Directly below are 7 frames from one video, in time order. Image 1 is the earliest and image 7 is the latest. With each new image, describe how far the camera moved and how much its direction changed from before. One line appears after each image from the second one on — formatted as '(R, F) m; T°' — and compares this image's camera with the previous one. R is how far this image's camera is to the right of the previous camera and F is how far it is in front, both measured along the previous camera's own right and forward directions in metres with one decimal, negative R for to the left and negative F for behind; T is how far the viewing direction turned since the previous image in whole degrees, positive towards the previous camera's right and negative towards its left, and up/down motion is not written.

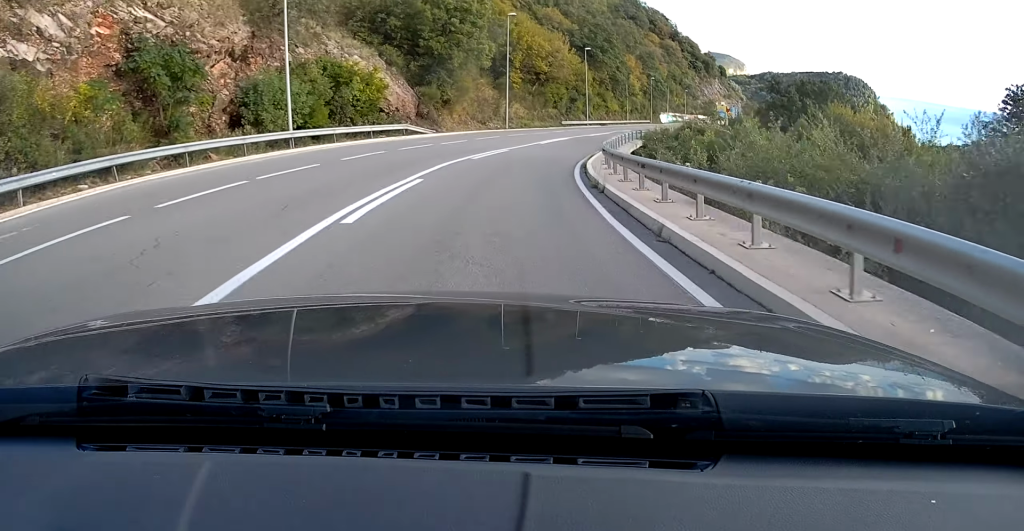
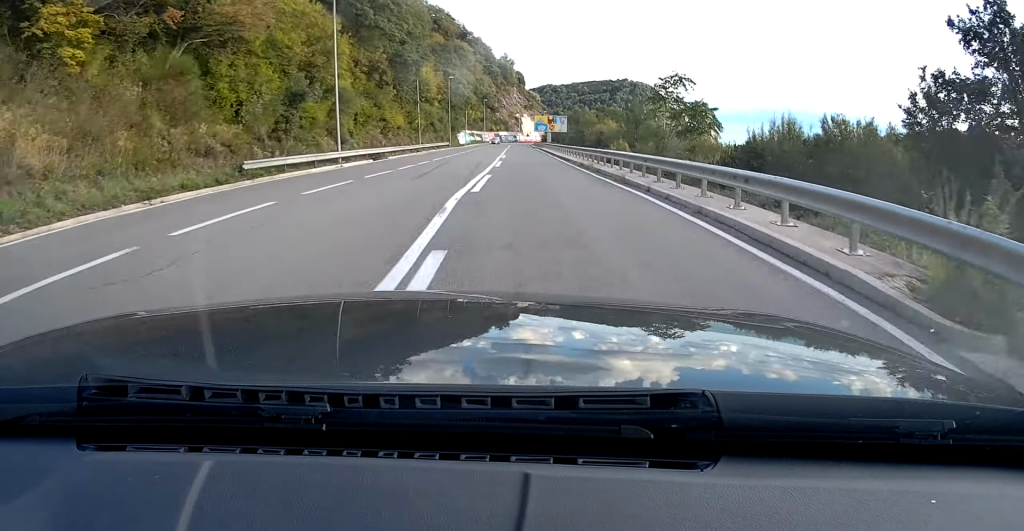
(+7.6, +52.7) m; +11°
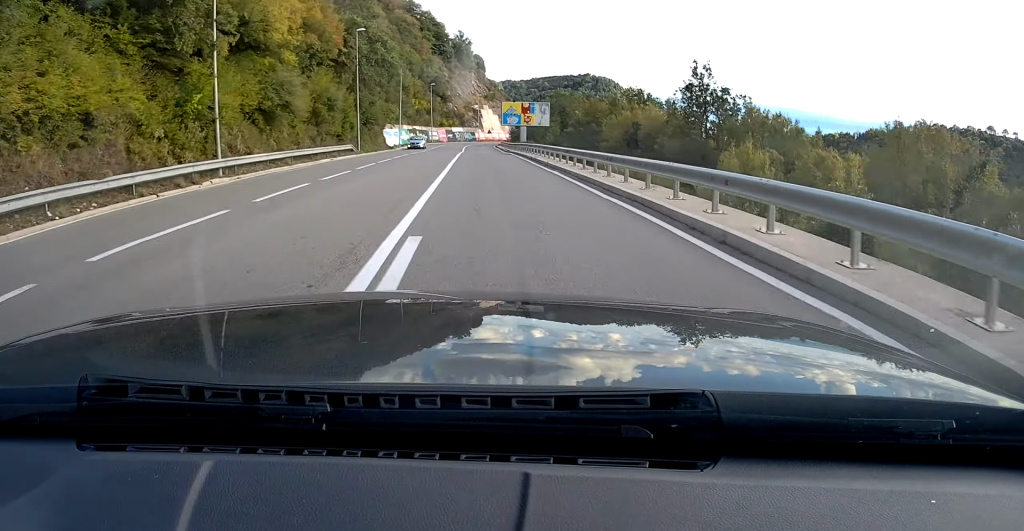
(+1.8, +40.6) m; +3°
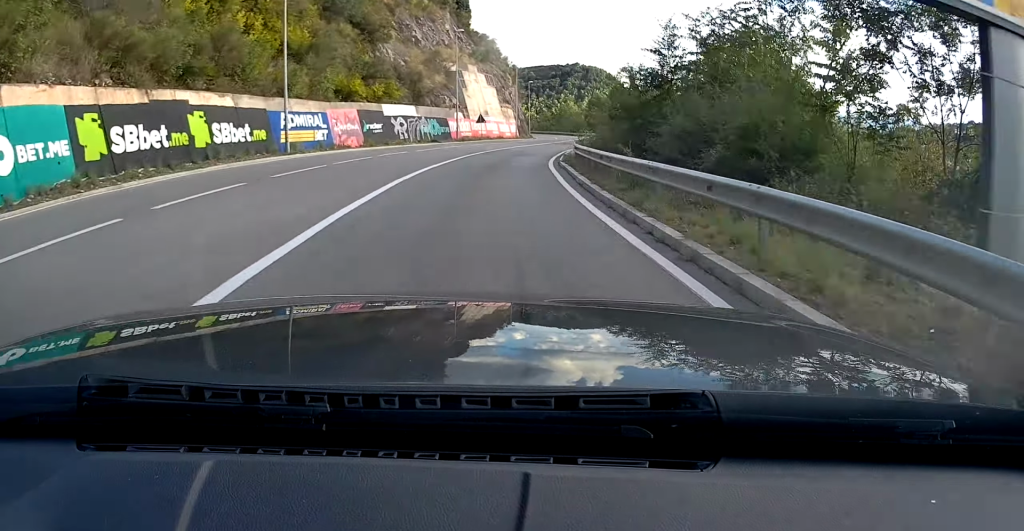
(+2.3, +80.6) m; +7°
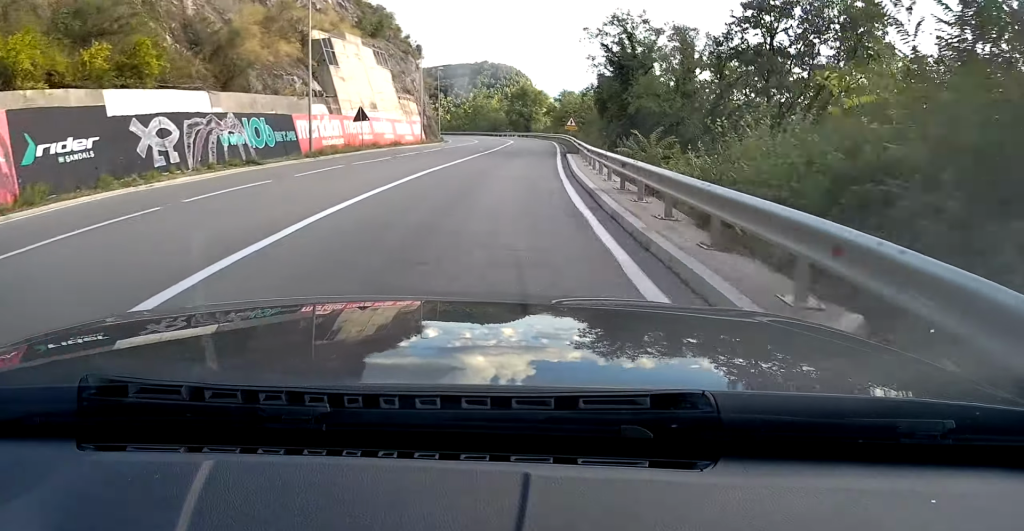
(+1.5, +27.3) m; +2°
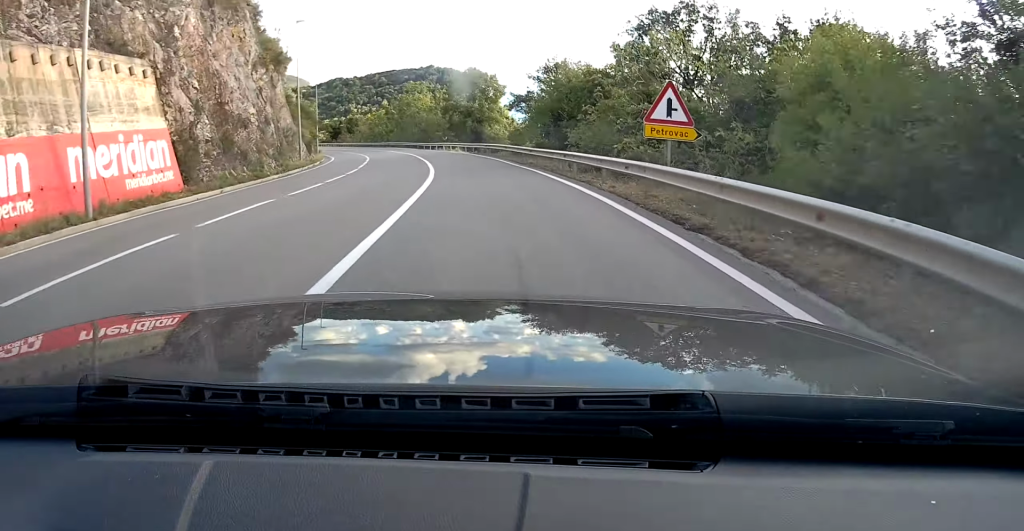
(+2.3, +47.5) m; 0°
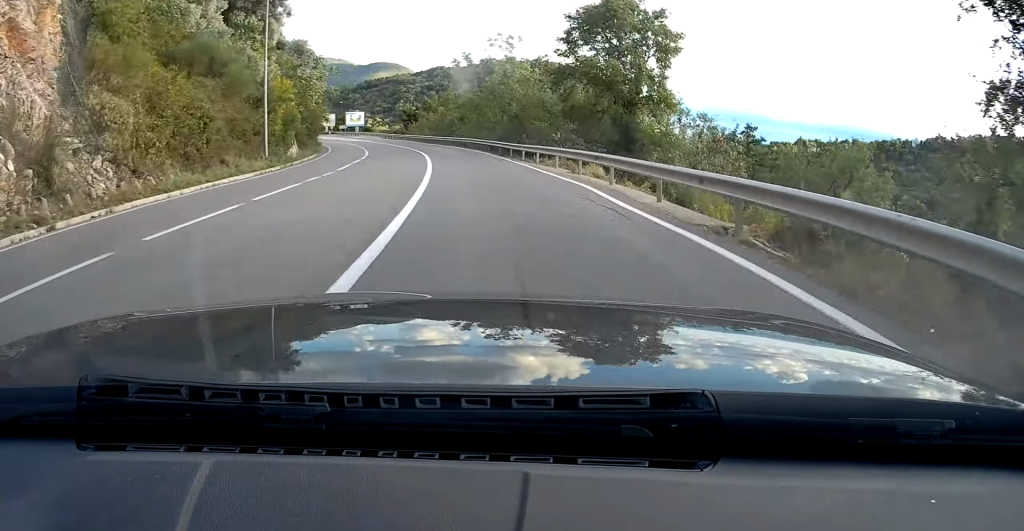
(-1.4, +44.4) m; -8°
